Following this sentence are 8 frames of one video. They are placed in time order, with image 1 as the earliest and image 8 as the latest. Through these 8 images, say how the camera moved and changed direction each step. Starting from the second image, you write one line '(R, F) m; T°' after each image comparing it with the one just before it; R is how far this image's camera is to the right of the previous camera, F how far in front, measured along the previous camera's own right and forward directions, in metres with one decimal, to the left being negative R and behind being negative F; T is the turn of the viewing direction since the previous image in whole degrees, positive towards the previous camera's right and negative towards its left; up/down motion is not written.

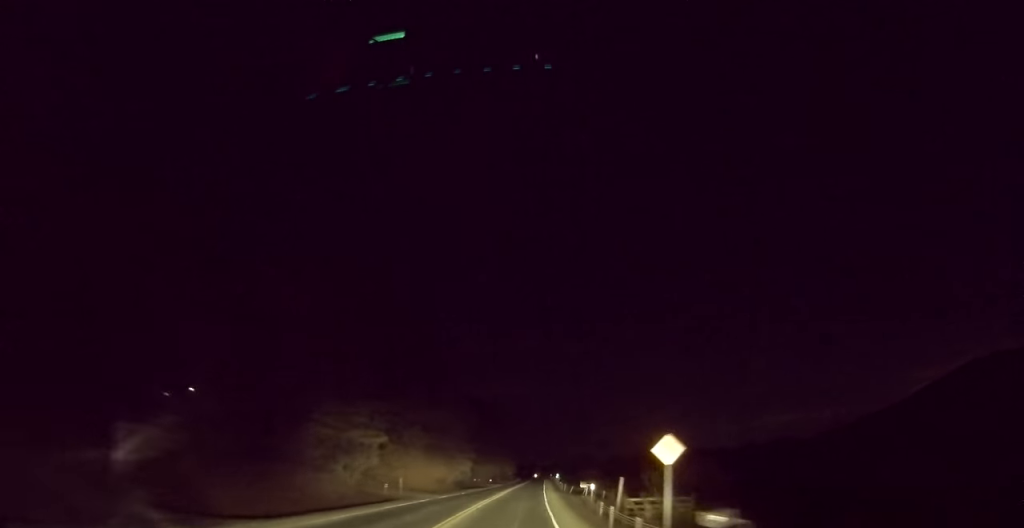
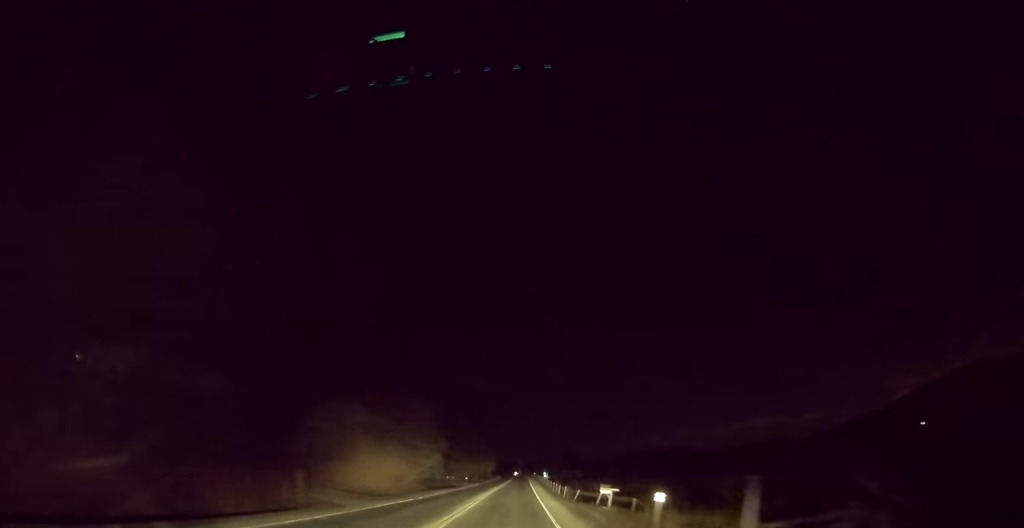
(+0.3, +16.5) m; +2°
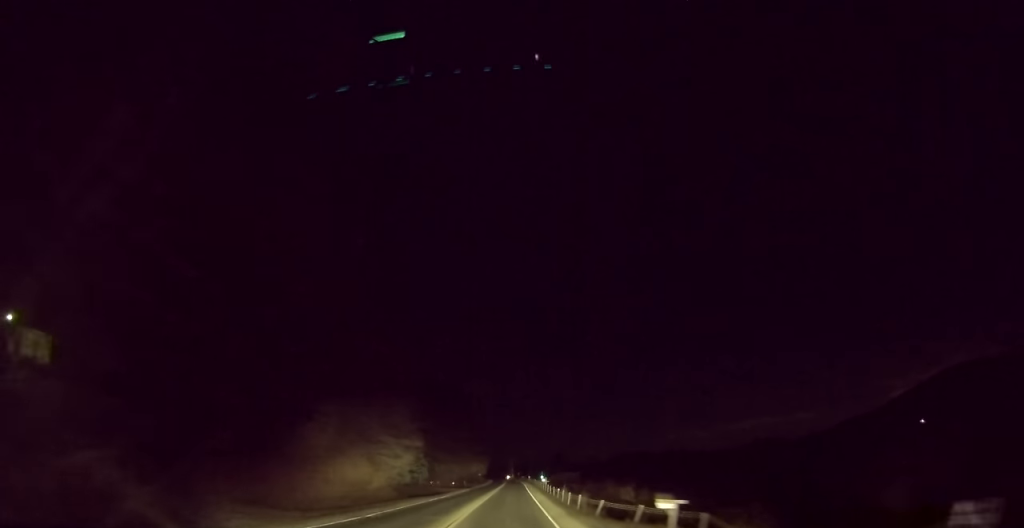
(+0.1, +11.6) m; +1°
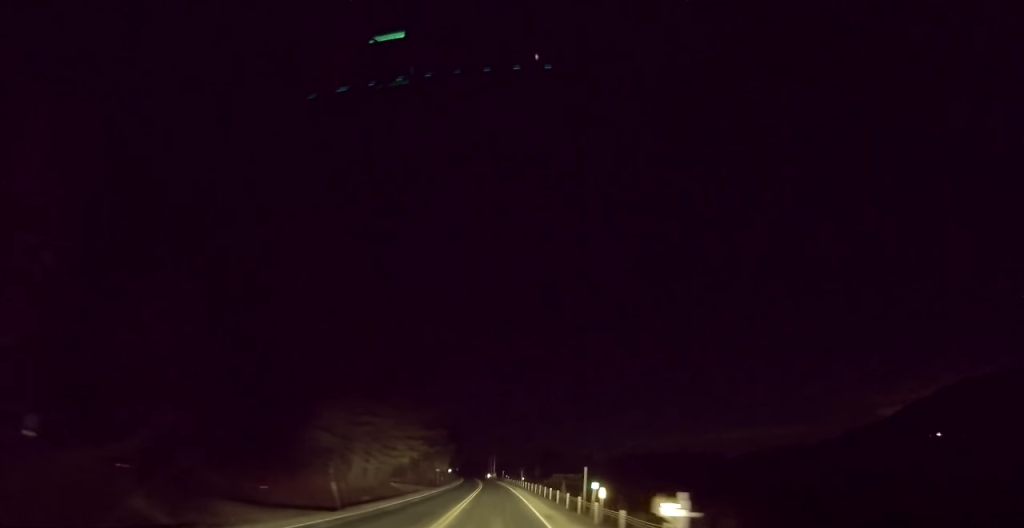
(+2.2, +62.9) m; +3°
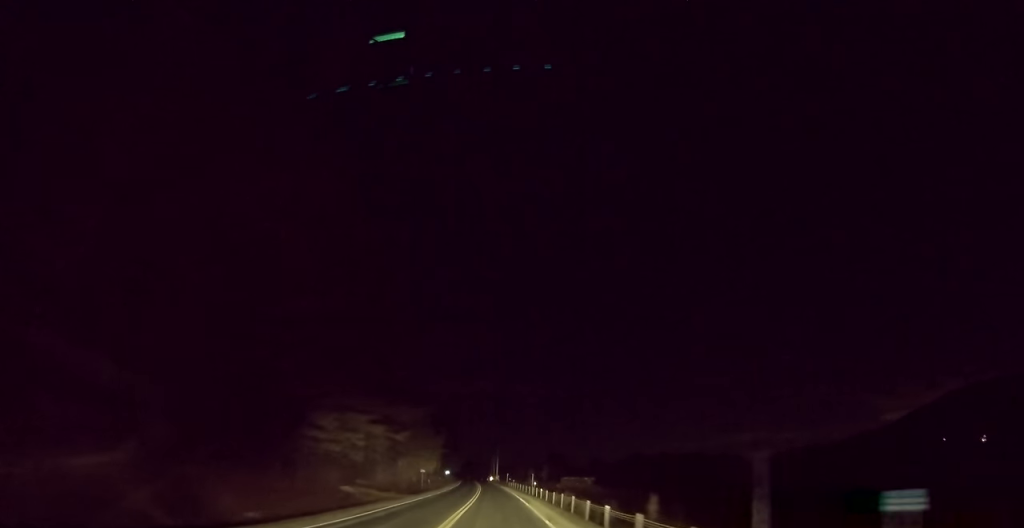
(0.0, +20.7) m; 0°
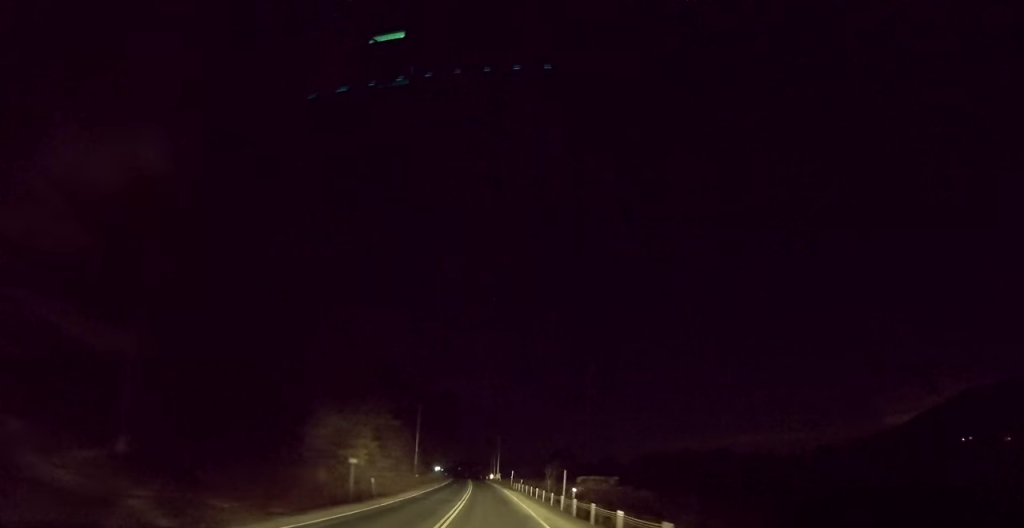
(-0.1, +33.0) m; -1°
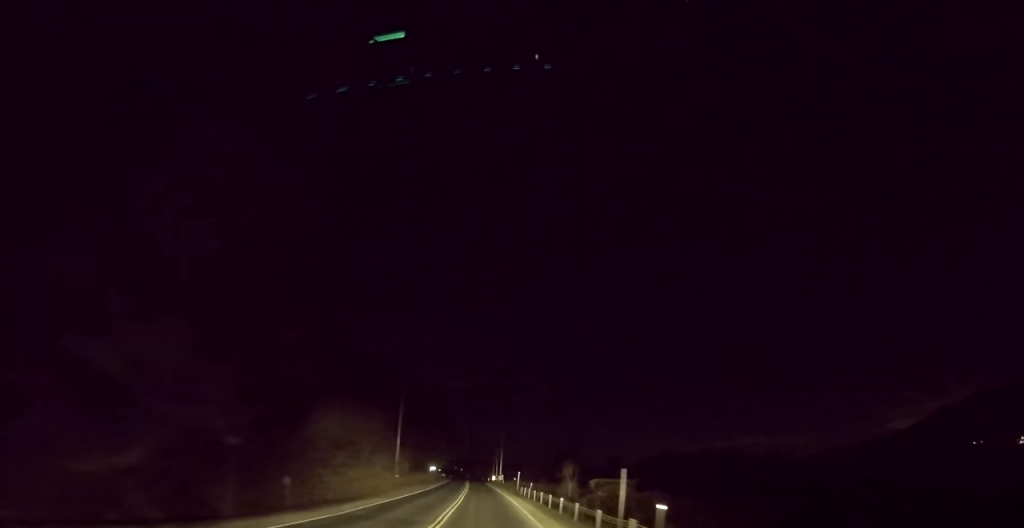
(-0.3, +16.5) m; 0°
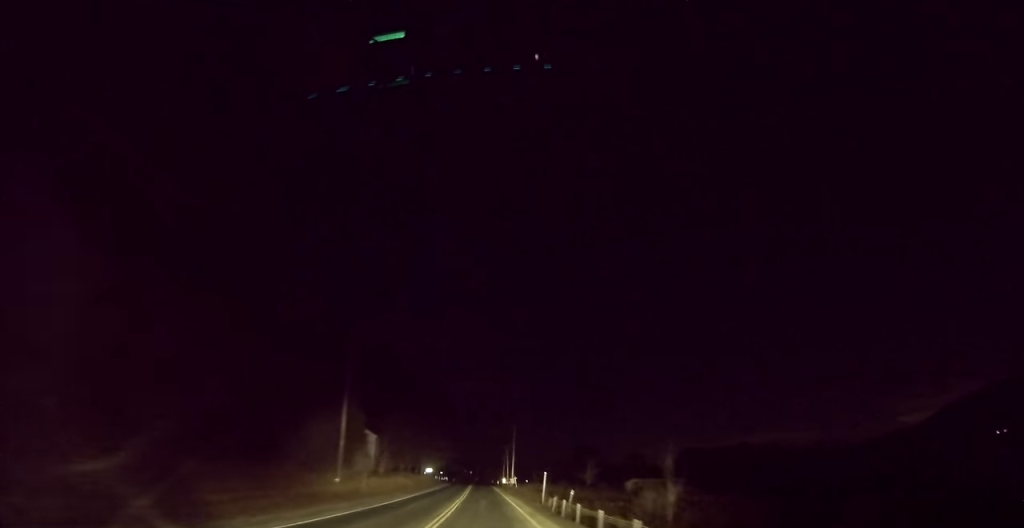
(+0.3, +25.7) m; 0°
